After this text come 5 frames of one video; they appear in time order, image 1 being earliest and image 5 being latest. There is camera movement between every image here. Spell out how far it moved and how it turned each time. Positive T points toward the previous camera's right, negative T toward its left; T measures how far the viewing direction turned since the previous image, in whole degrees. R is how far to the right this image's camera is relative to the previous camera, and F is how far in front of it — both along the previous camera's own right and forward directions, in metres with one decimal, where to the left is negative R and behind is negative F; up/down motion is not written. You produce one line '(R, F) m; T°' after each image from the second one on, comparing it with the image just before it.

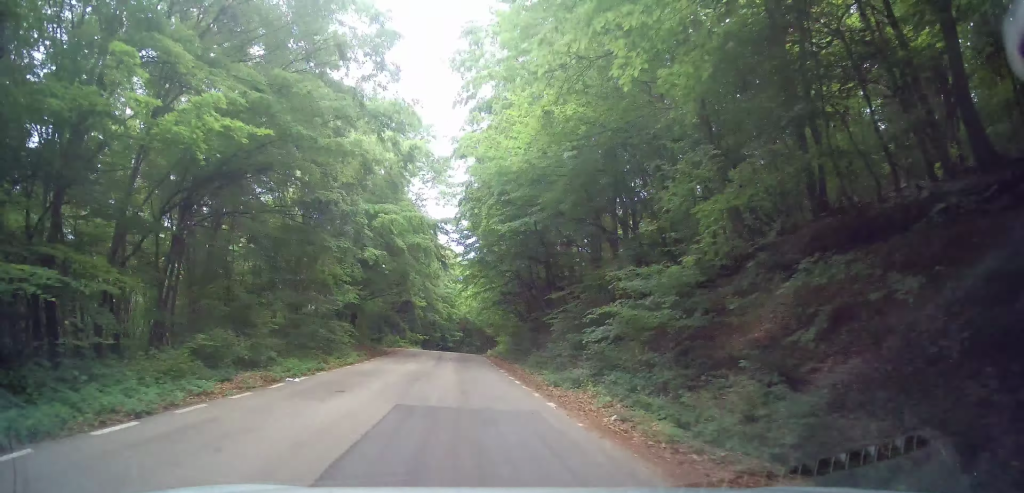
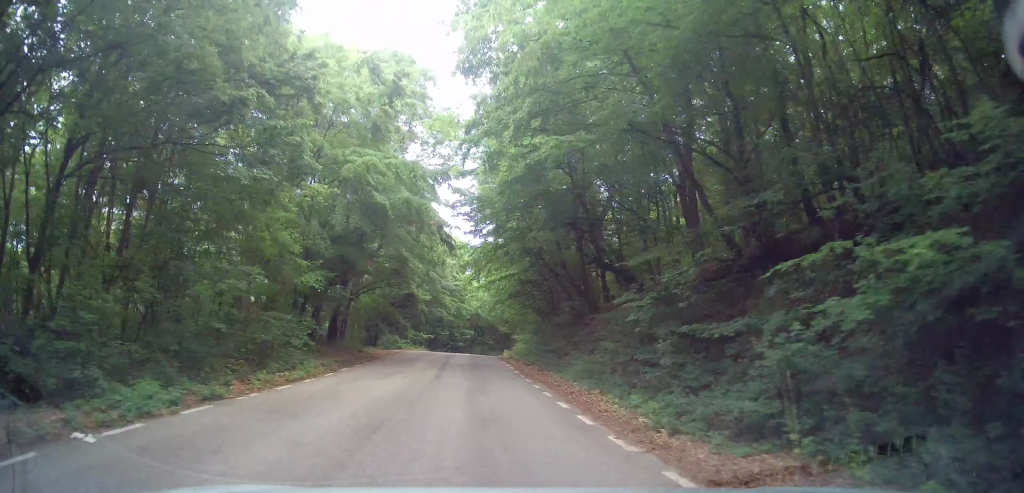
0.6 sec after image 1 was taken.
(-0.2, +6.0) m; -2°
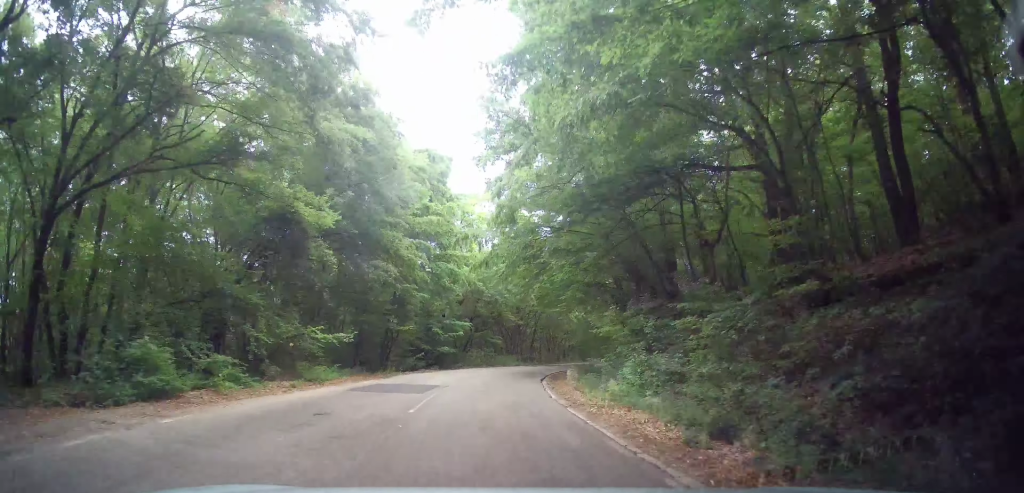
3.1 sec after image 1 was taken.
(-0.7, +32.2) m; +2°
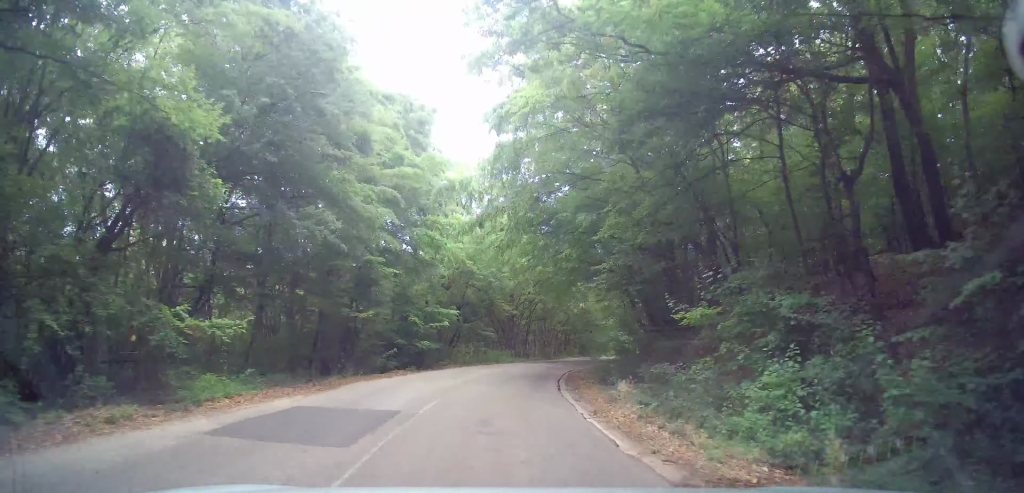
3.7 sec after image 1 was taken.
(+0.4, +8.9) m; +2°
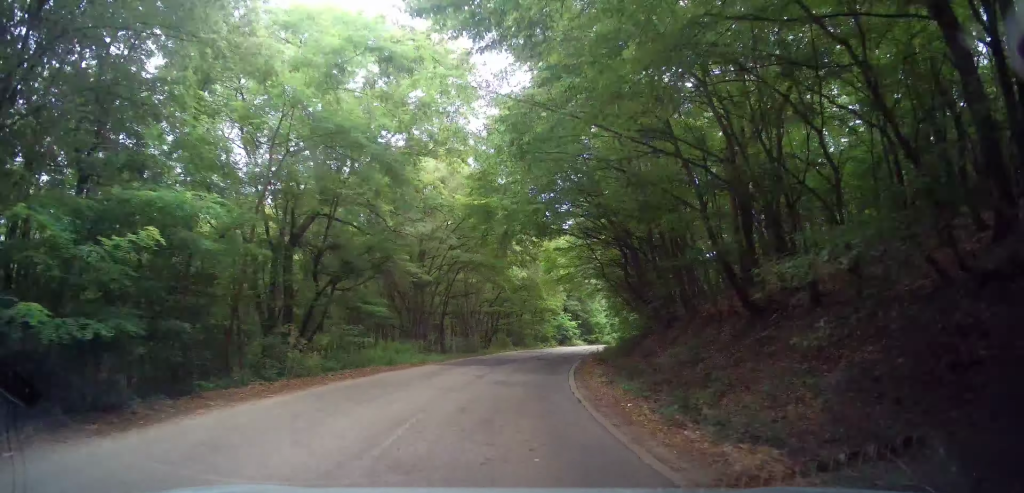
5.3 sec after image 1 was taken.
(+0.6, +24.4) m; -1°
